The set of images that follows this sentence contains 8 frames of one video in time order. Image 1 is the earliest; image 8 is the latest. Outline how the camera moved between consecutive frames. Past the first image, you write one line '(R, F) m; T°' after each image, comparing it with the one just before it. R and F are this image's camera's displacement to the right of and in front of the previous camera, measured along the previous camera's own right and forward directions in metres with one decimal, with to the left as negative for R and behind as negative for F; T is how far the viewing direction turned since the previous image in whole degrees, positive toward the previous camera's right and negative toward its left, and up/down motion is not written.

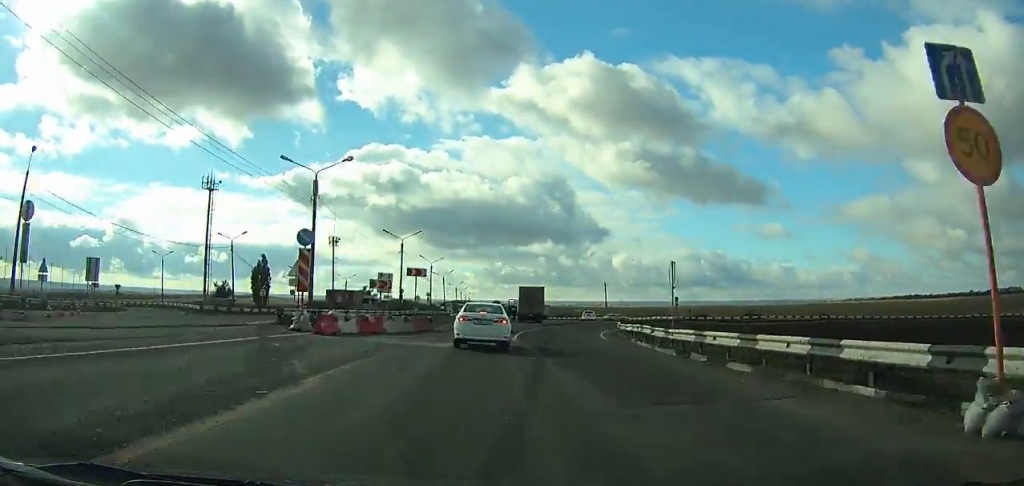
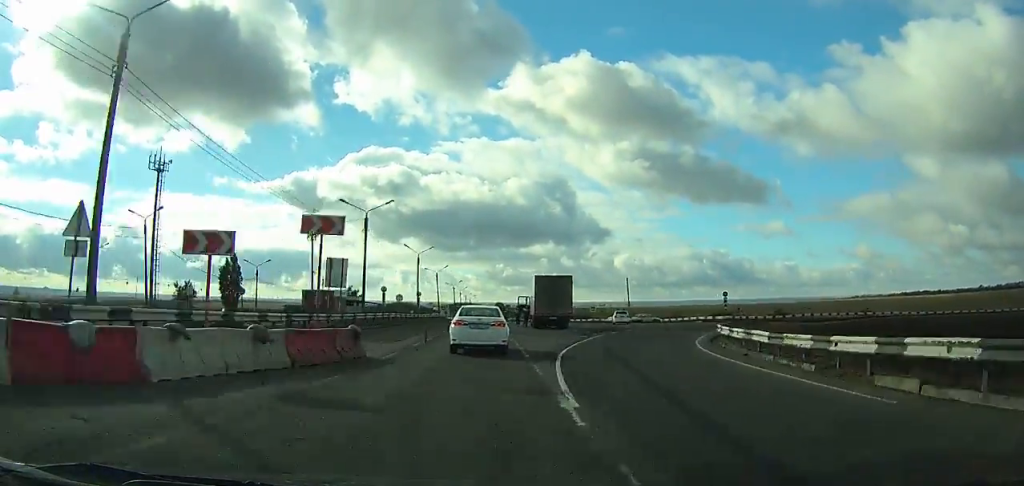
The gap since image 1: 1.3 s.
(0.0, +20.1) m; 0°
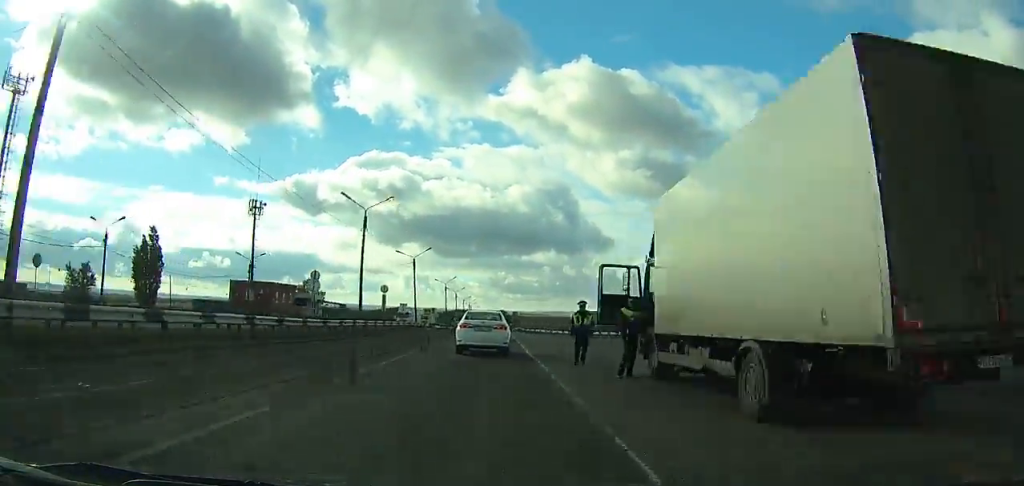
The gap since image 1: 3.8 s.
(-0.4, +39.8) m; -1°
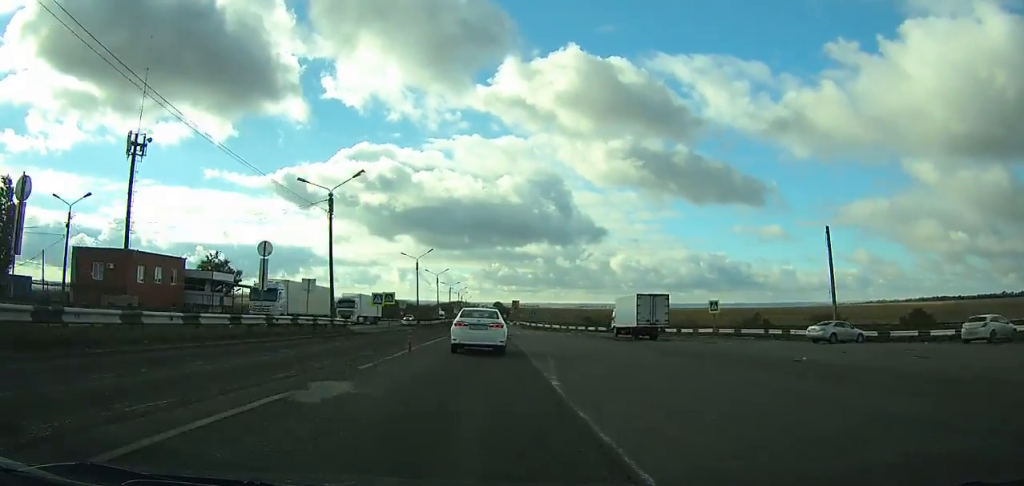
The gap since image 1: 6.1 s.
(-0.1, +37.3) m; 0°
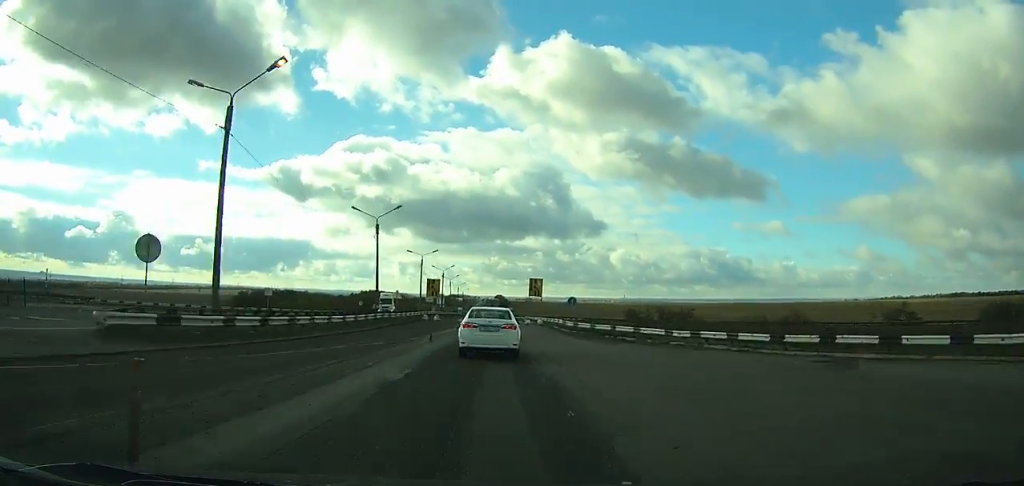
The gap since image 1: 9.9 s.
(0.0, +58.7) m; 0°
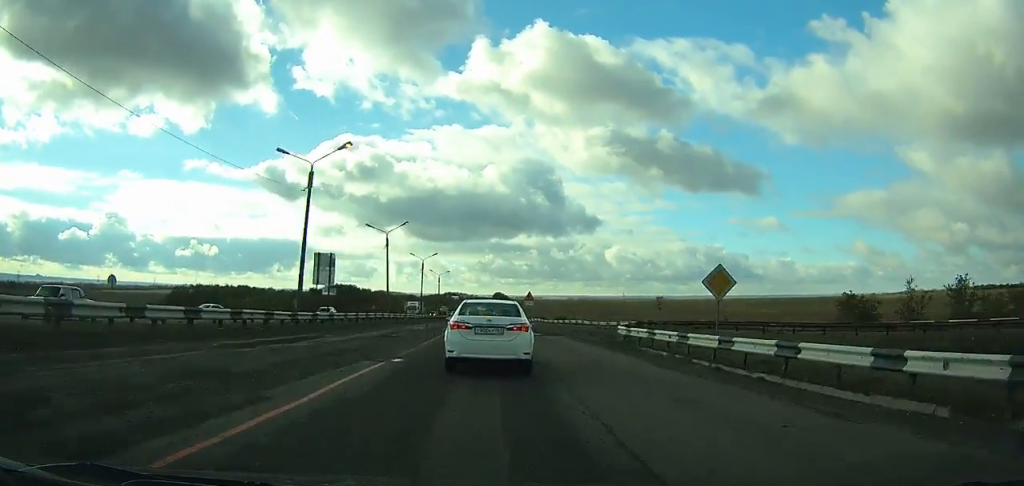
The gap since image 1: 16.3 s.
(-0.2, +82.0) m; -1°
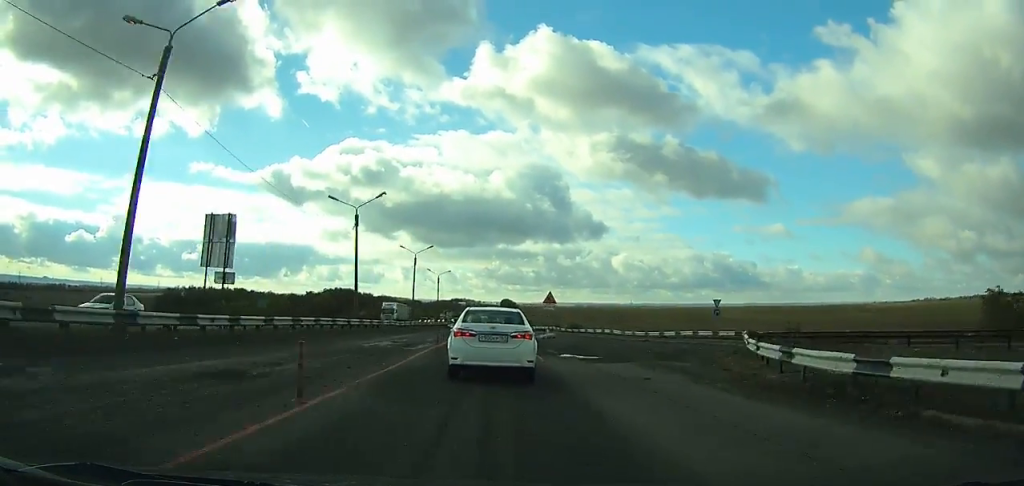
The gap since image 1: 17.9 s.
(-0.1, +17.1) m; 0°
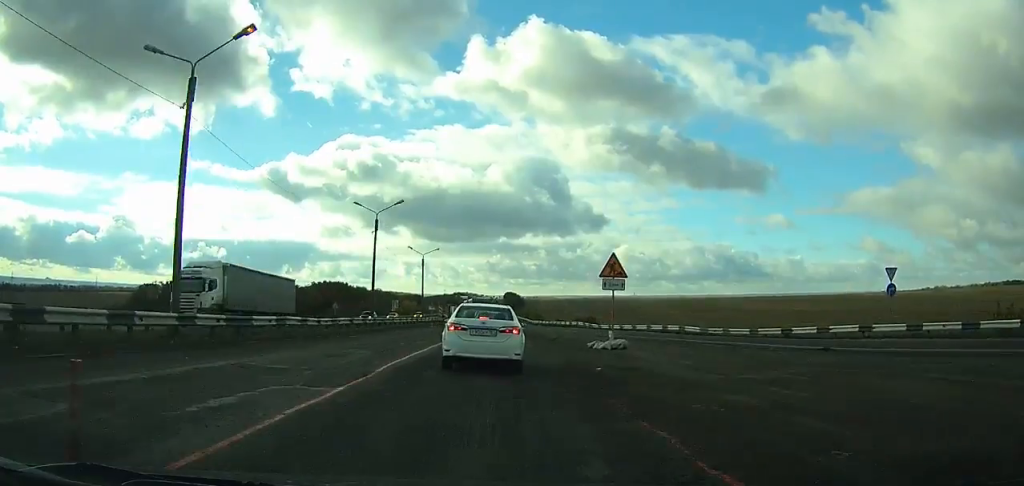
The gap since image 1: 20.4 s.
(-0.1, +25.1) m; 0°
